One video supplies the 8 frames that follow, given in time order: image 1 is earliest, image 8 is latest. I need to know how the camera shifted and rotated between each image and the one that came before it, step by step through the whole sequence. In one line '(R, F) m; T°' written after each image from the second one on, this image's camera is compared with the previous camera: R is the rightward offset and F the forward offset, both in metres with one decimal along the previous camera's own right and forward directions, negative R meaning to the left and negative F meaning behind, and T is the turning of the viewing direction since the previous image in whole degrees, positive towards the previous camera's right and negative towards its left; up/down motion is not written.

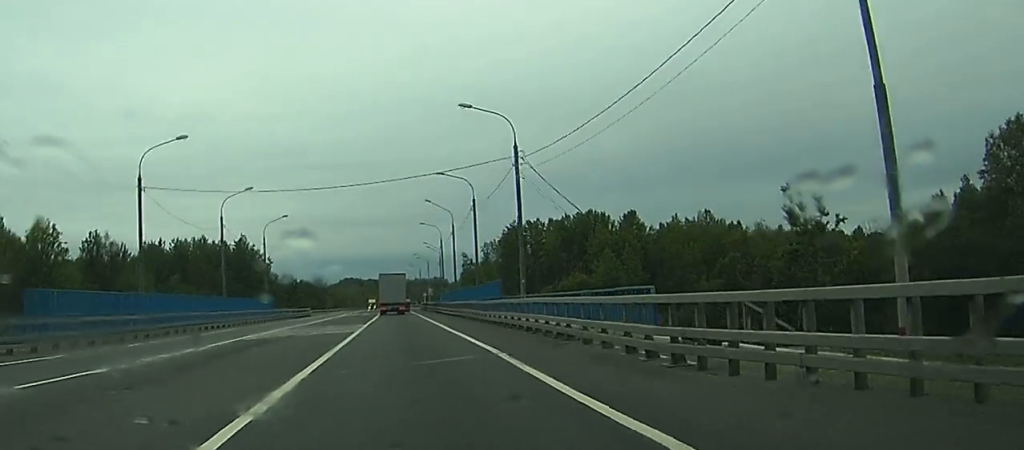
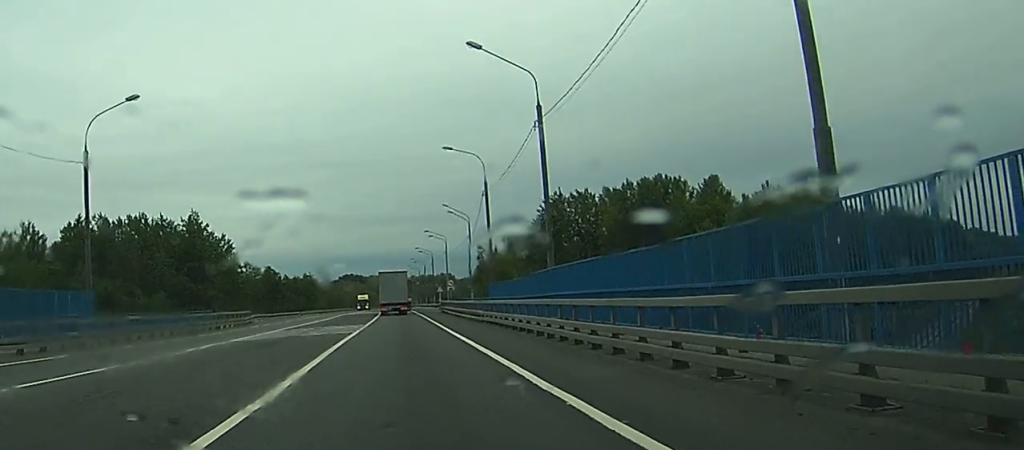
(0.0, +56.0) m; +1°
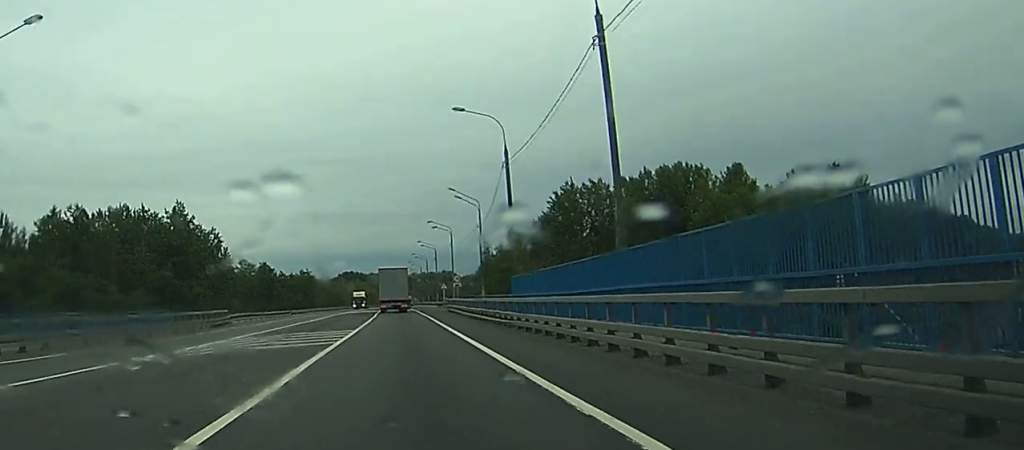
(+0.1, +11.6) m; 0°
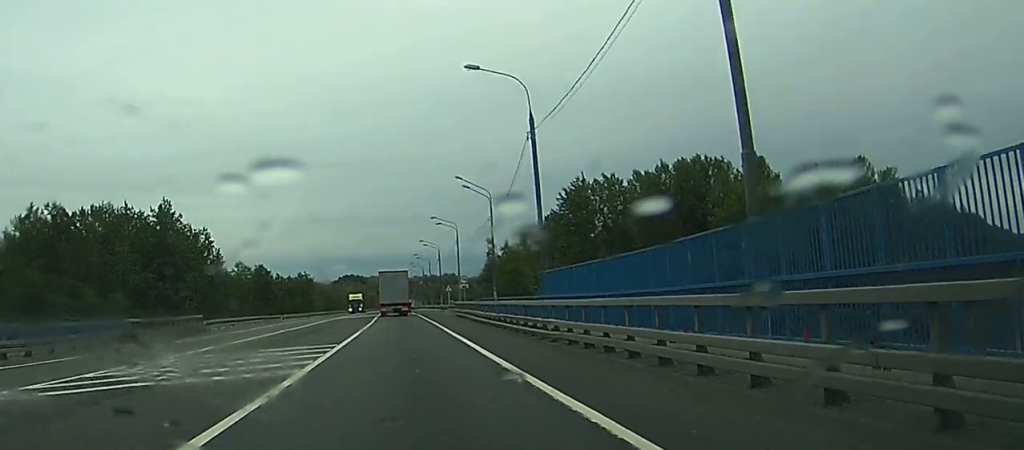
(0.0, +9.5) m; 0°
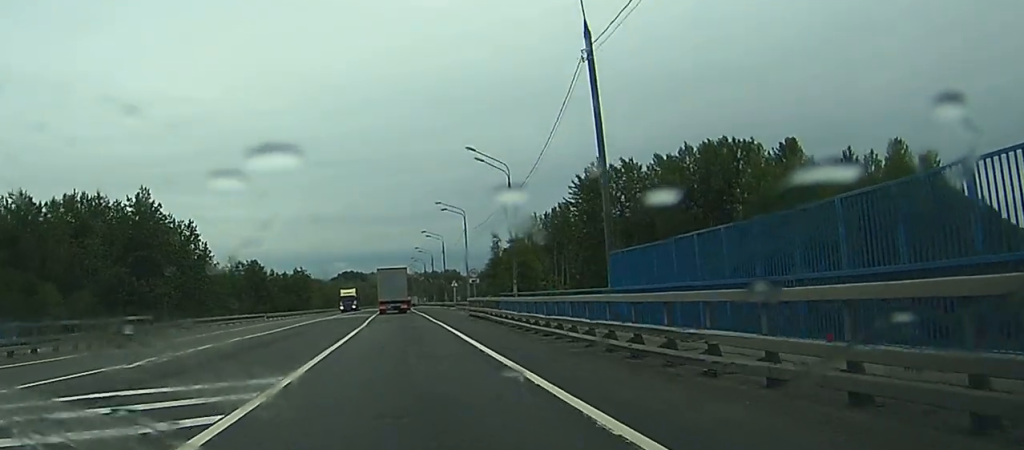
(0.0, +12.4) m; 0°
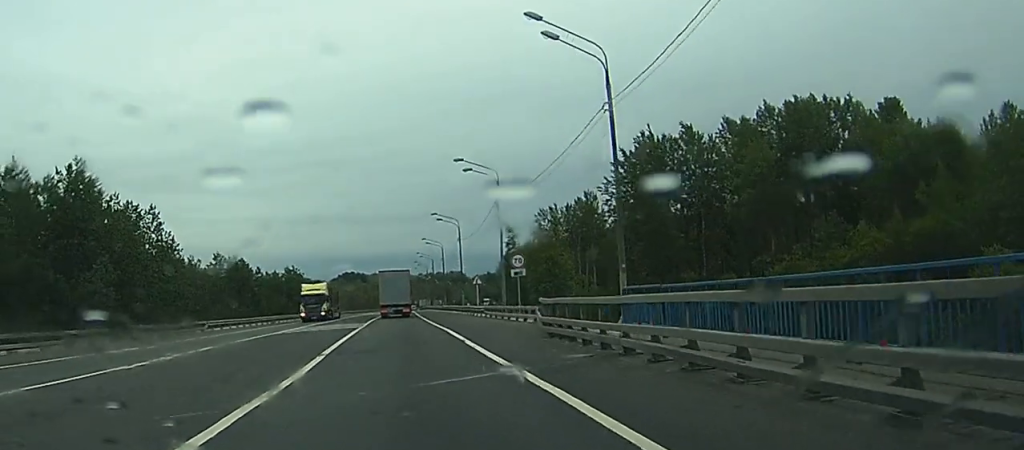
(-0.1, +28.6) m; 0°
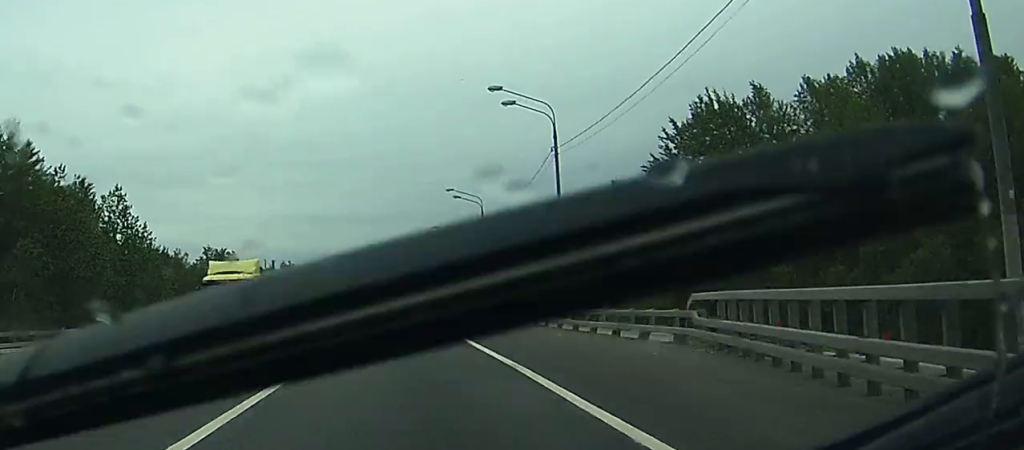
(-0.1, +20.6) m; 0°
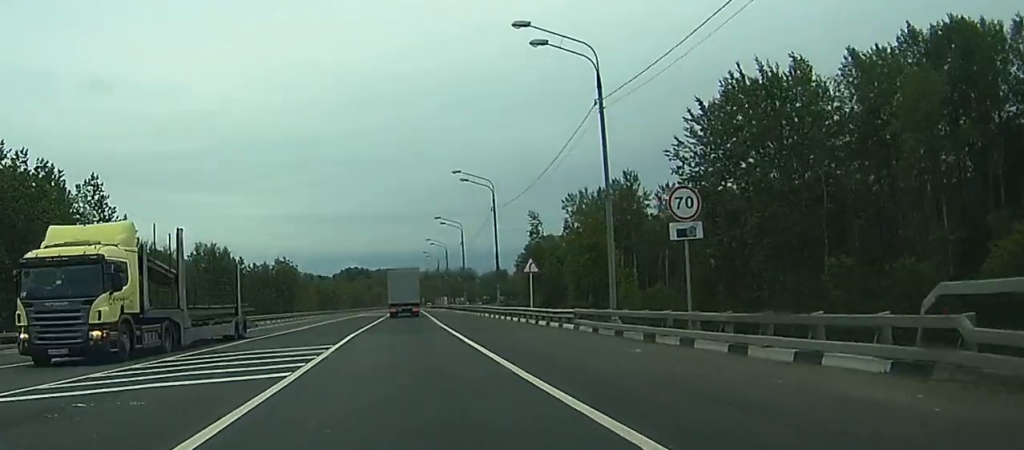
(0.0, +9.6) m; 0°
